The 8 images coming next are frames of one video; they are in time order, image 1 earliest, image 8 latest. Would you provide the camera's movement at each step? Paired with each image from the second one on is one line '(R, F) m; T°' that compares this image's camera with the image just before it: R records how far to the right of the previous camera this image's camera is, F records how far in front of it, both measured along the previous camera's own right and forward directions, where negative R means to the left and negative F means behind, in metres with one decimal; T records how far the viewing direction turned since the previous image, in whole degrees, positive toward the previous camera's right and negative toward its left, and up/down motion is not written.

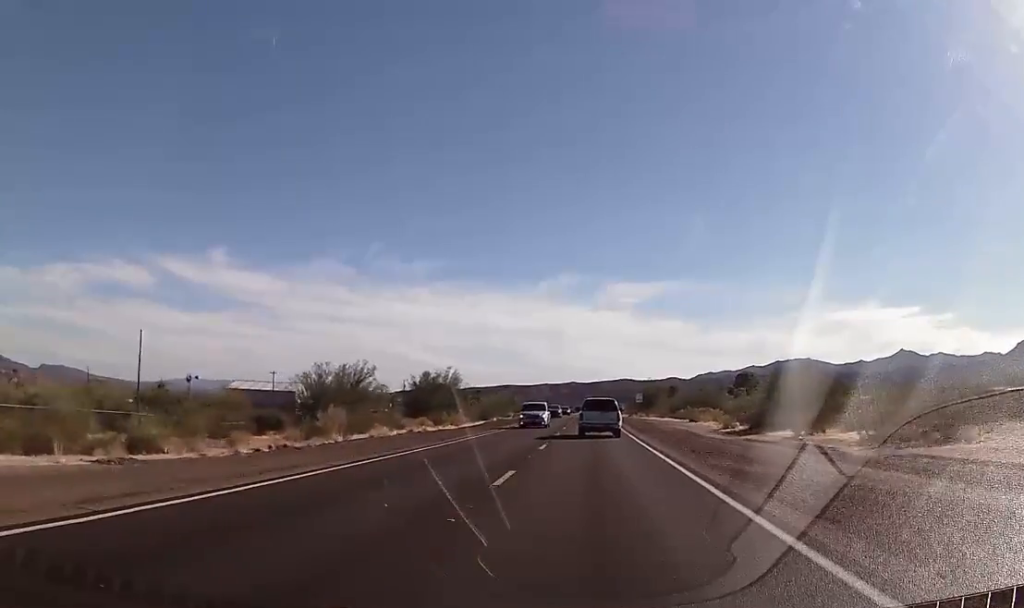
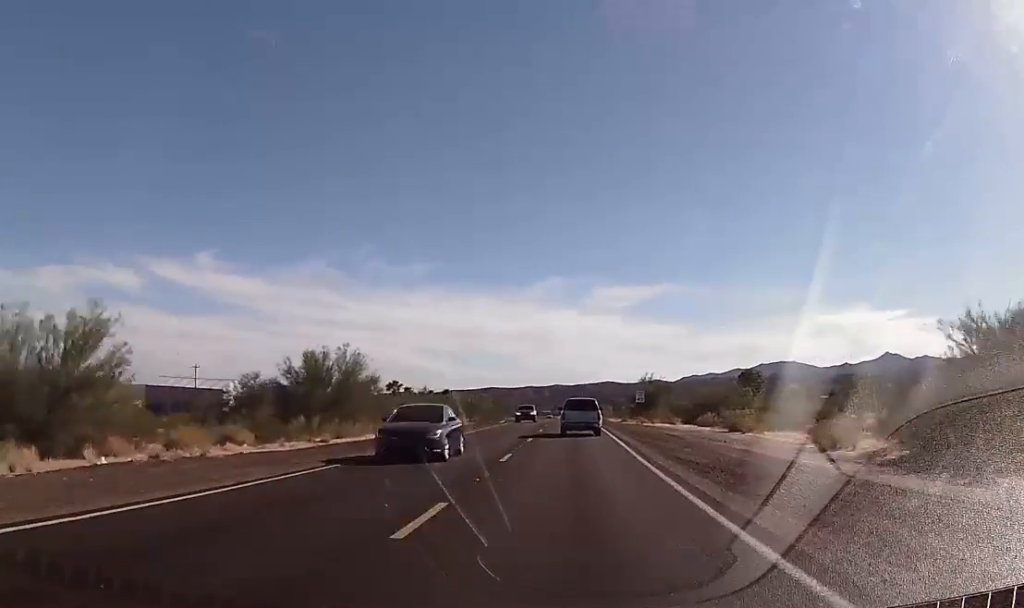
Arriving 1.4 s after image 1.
(-0.4, +30.0) m; 0°
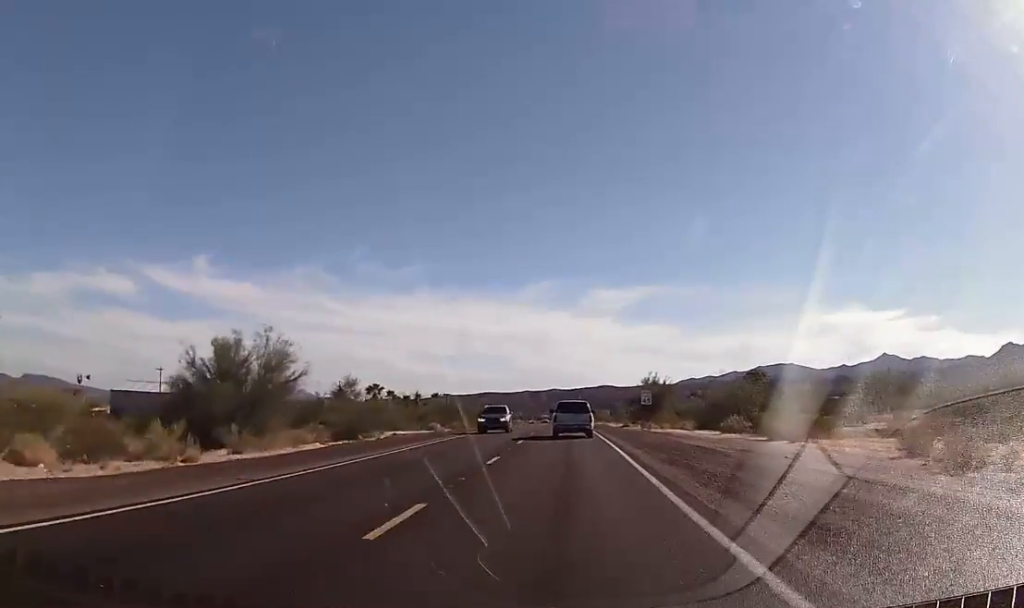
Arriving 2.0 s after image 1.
(+0.2, +11.8) m; +1°
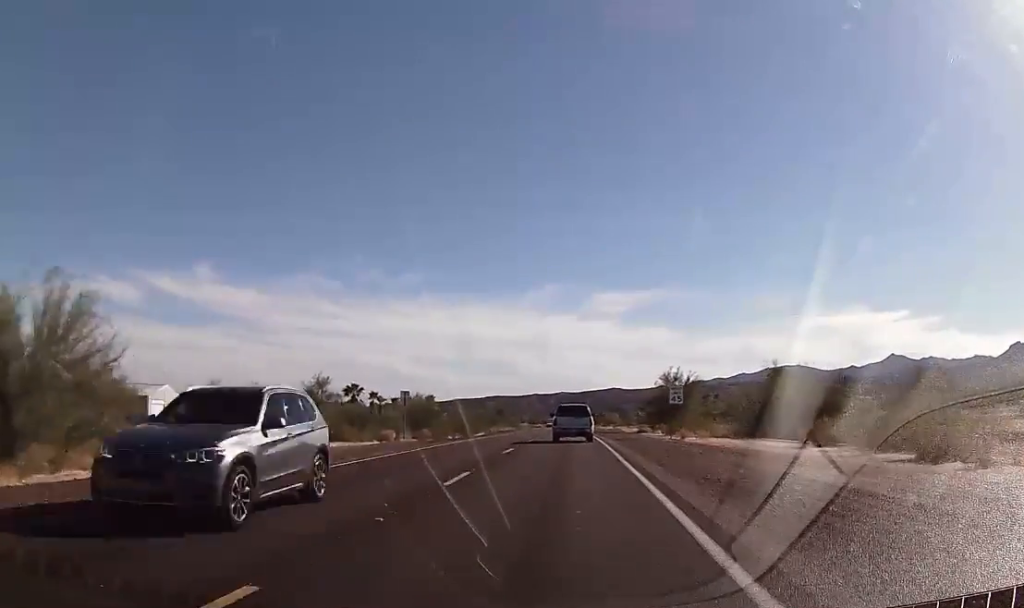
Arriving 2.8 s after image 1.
(+0.1, +16.8) m; 0°
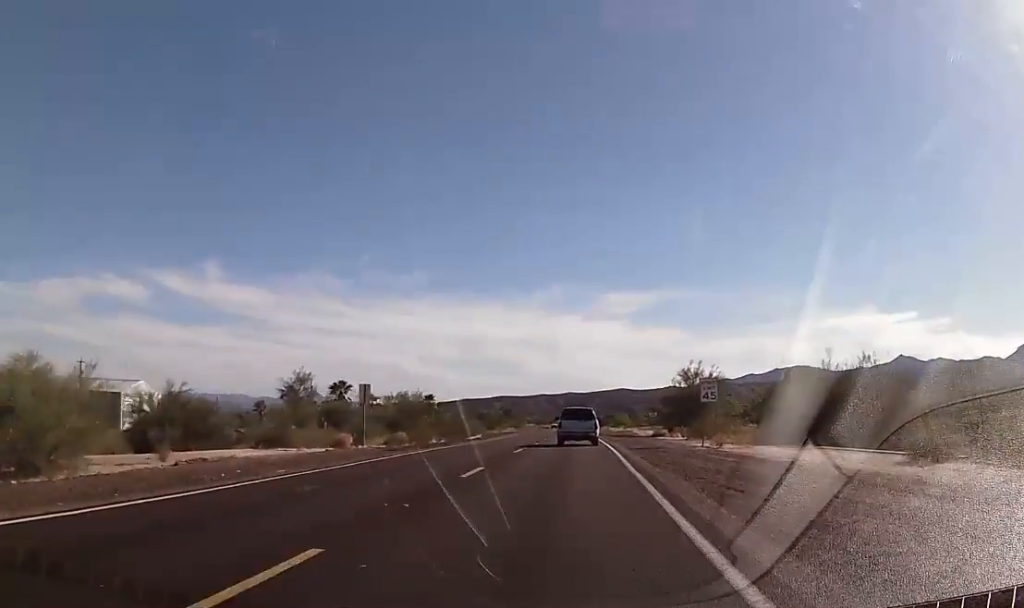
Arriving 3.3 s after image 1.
(+0.1, +9.8) m; 0°
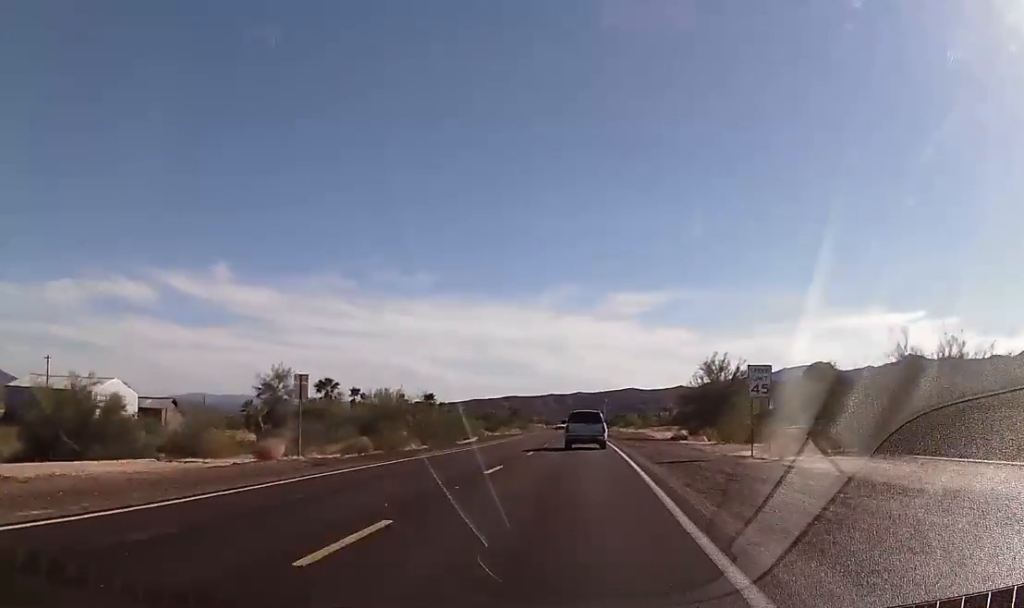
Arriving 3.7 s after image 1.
(-0.2, +9.4) m; 0°
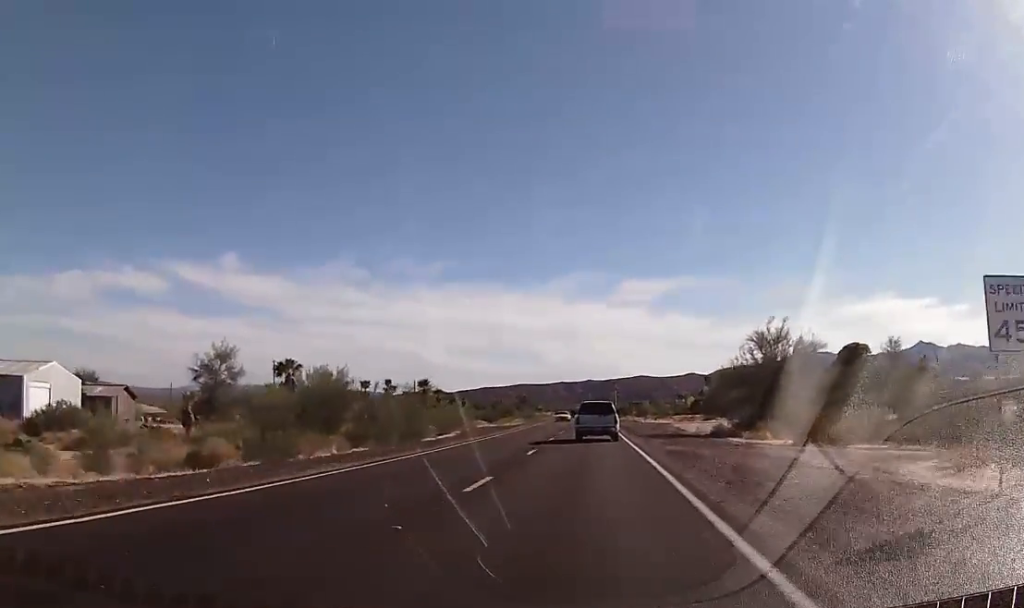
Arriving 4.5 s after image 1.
(-0.1, +16.9) m; 0°
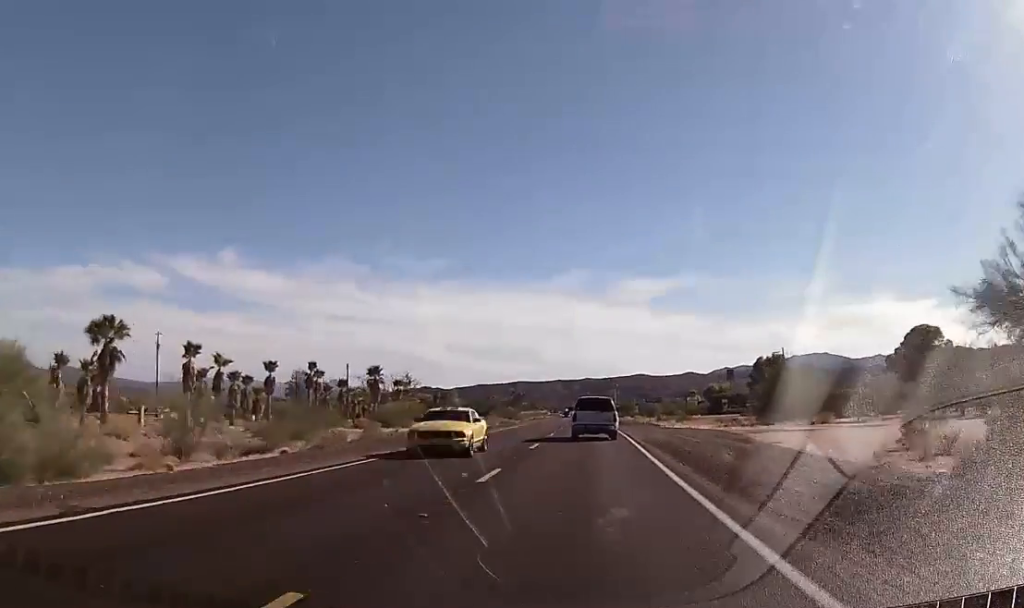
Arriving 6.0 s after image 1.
(0.0, +35.5) m; -1°
